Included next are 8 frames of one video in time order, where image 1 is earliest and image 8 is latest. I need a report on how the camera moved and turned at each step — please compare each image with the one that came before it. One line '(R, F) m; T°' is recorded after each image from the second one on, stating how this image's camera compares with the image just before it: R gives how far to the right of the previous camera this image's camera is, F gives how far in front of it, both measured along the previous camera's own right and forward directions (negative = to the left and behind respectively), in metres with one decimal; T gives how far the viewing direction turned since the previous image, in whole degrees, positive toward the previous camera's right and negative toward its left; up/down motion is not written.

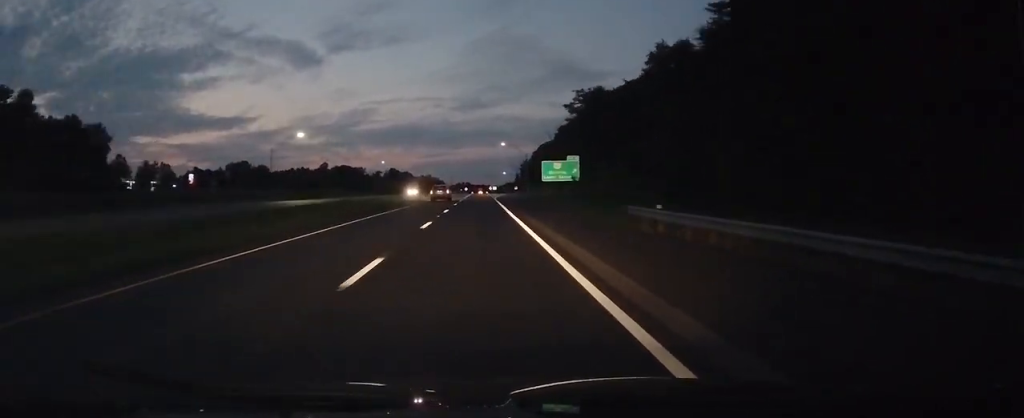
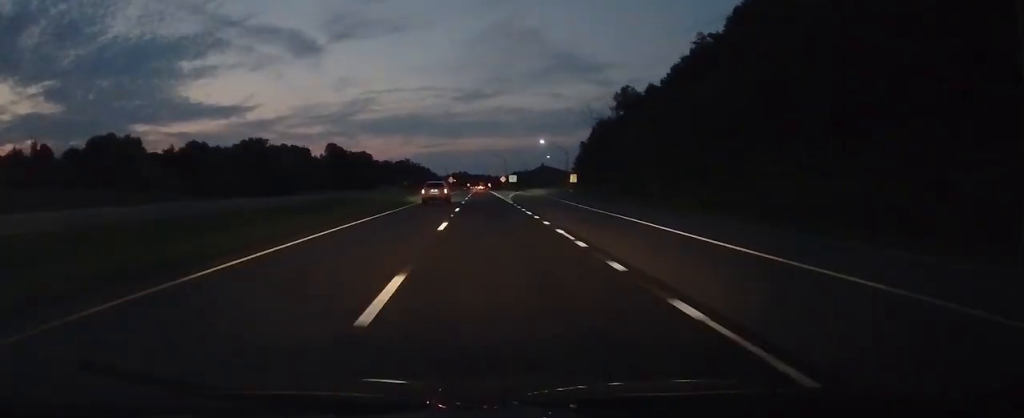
(-0.1, +166.5) m; 0°
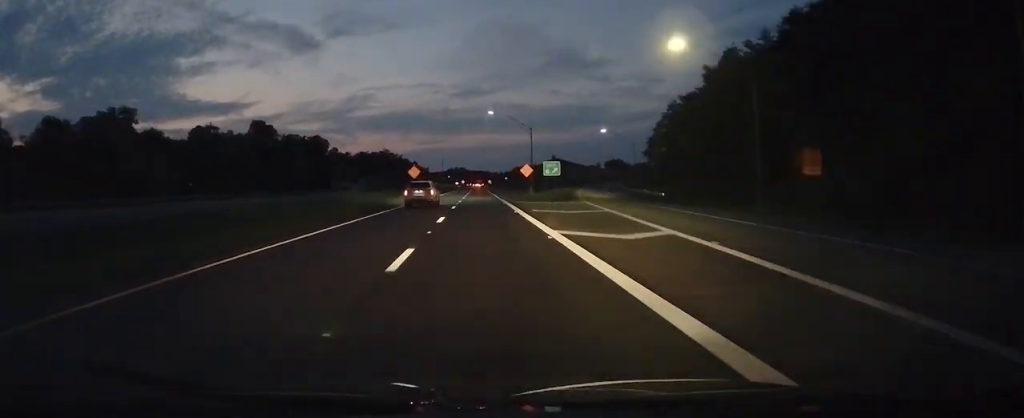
(+0.5, +78.9) m; 0°
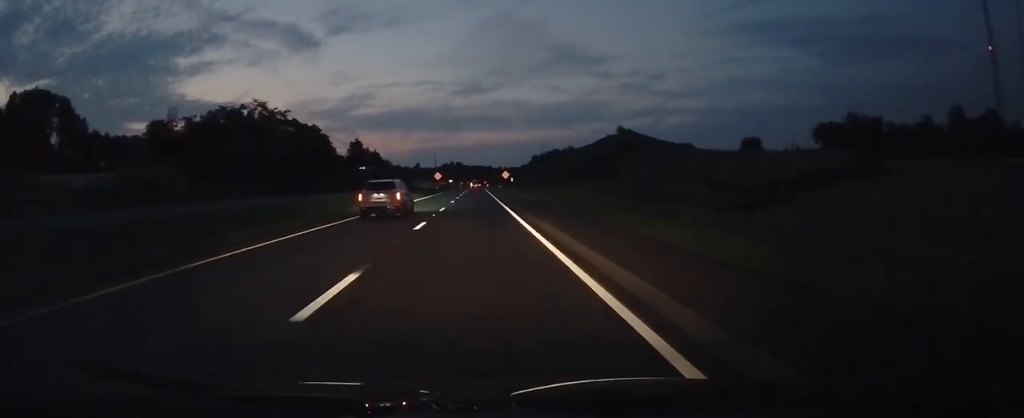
(-1.3, +181.5) m; 0°
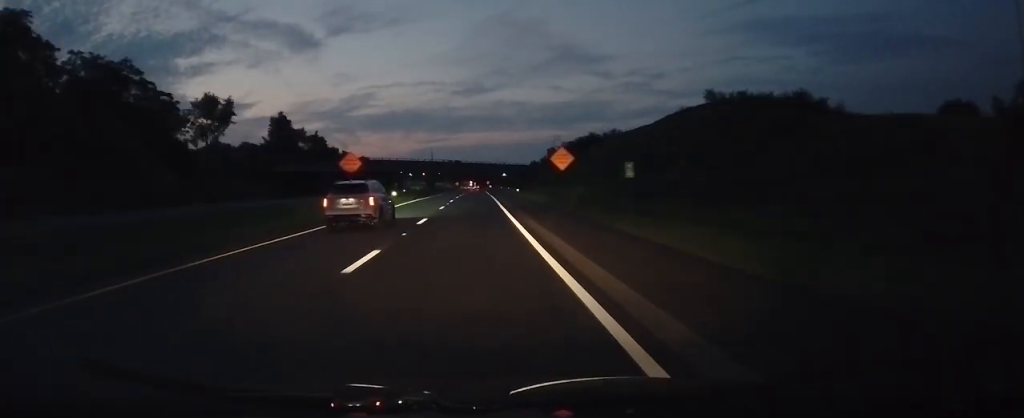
(+0.8, +81.8) m; 0°
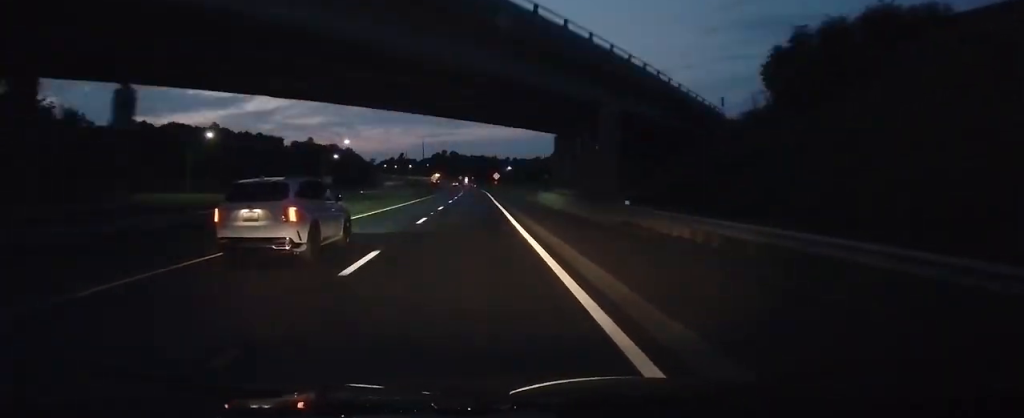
(-0.5, +133.2) m; -1°
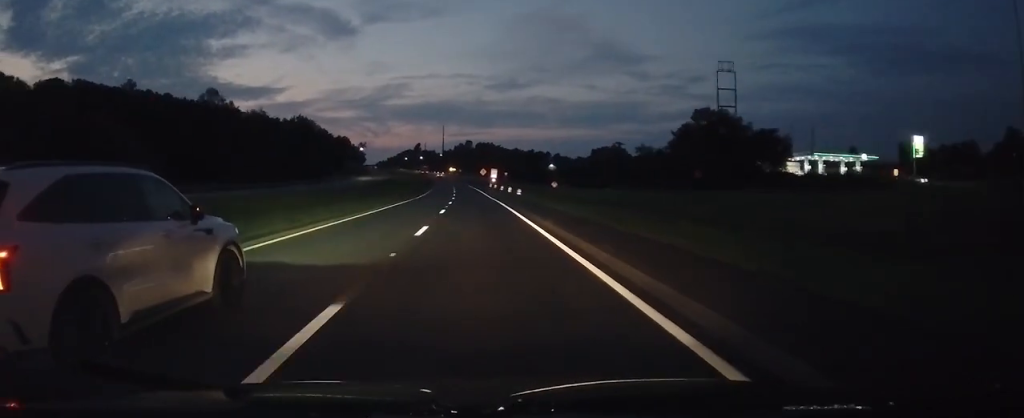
(-4.3, +139.2) m; -4°
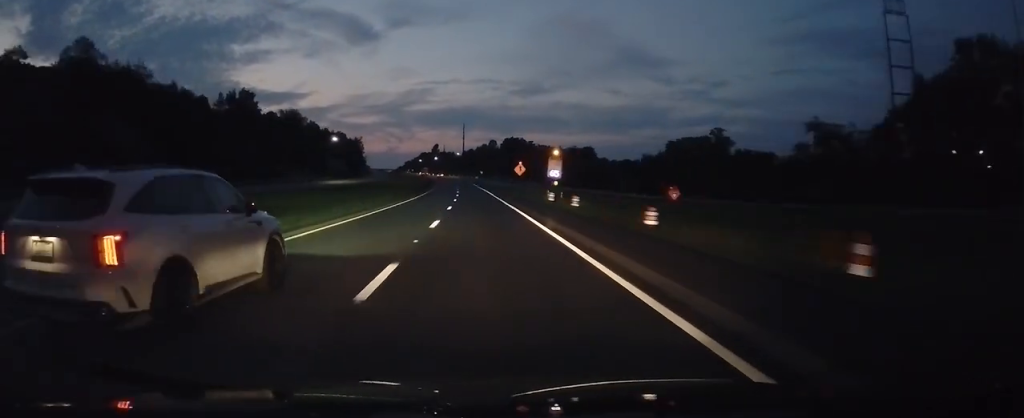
(-0.8, +71.6) m; -2°
